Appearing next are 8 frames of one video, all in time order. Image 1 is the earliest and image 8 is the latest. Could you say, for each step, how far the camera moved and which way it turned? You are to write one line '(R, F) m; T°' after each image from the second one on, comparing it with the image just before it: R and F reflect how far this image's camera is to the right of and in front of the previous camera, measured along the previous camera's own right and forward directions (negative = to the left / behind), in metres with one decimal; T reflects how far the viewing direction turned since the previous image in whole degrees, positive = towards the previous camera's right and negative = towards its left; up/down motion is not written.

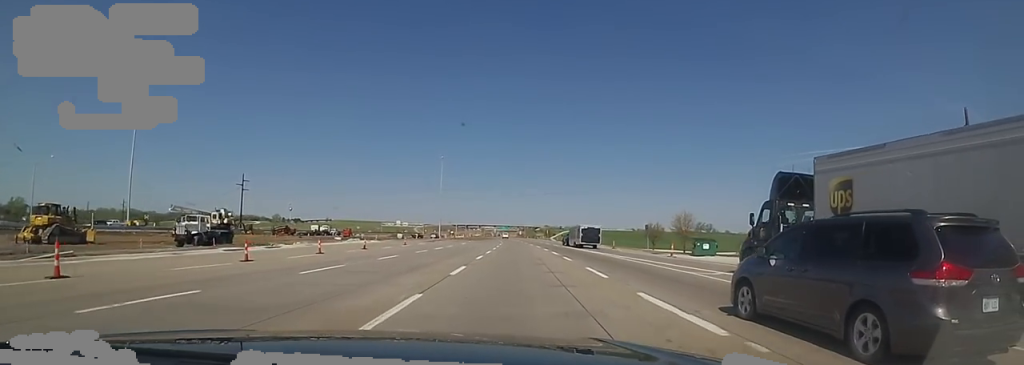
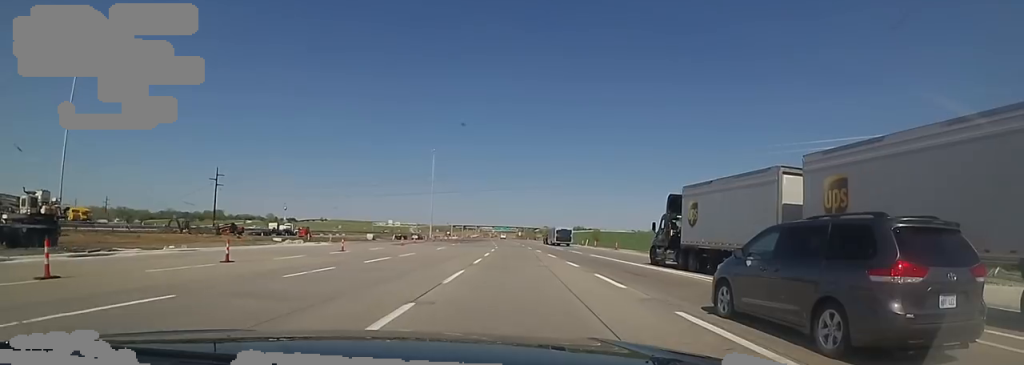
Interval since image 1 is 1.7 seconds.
(-0.5, +21.5) m; -2°
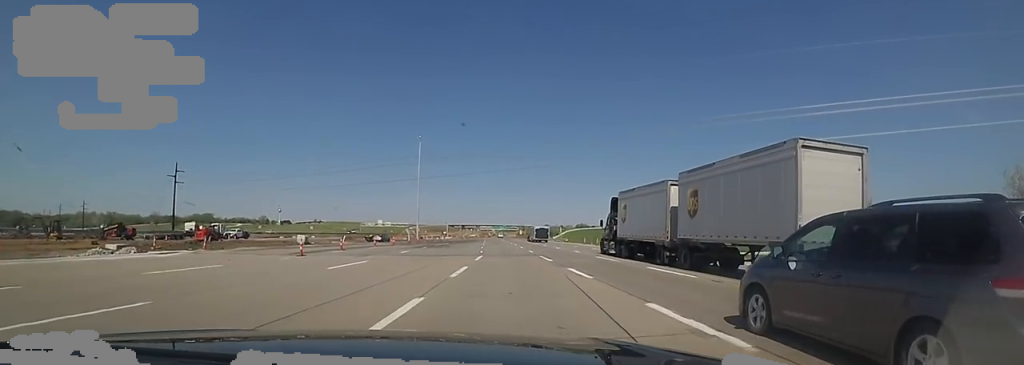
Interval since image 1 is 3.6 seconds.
(-0.5, +27.6) m; +1°
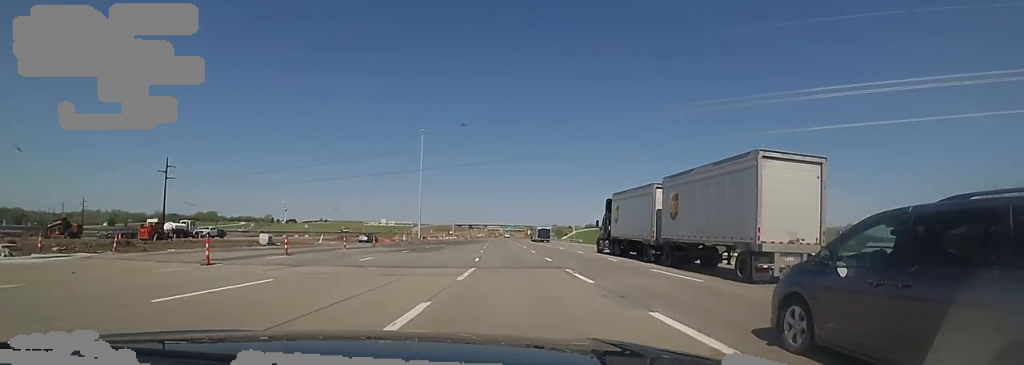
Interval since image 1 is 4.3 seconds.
(+0.3, +10.4) m; +1°
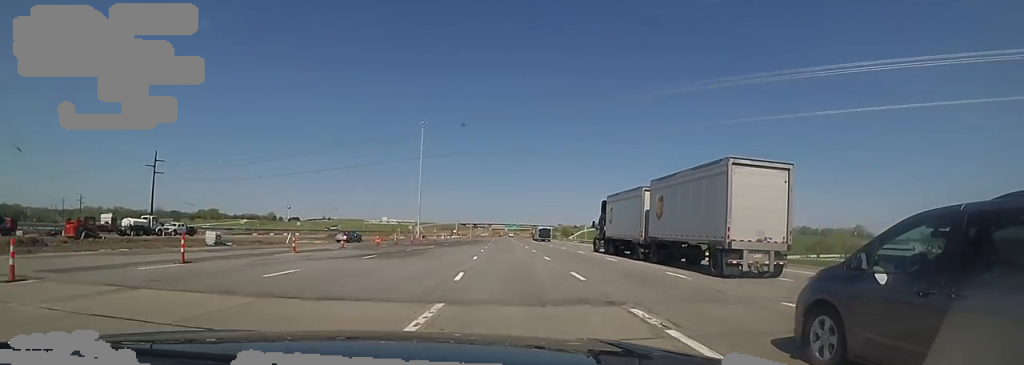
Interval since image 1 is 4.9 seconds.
(+0.2, +9.5) m; +1°
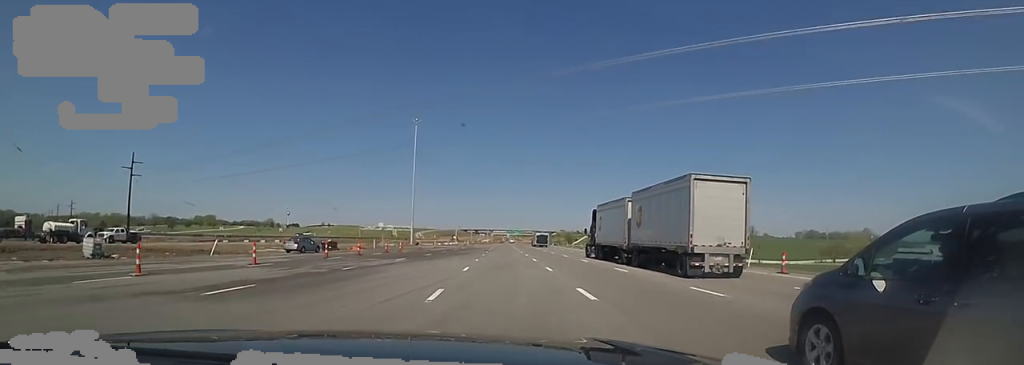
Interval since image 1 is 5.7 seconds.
(+0.1, +12.9) m; -2°
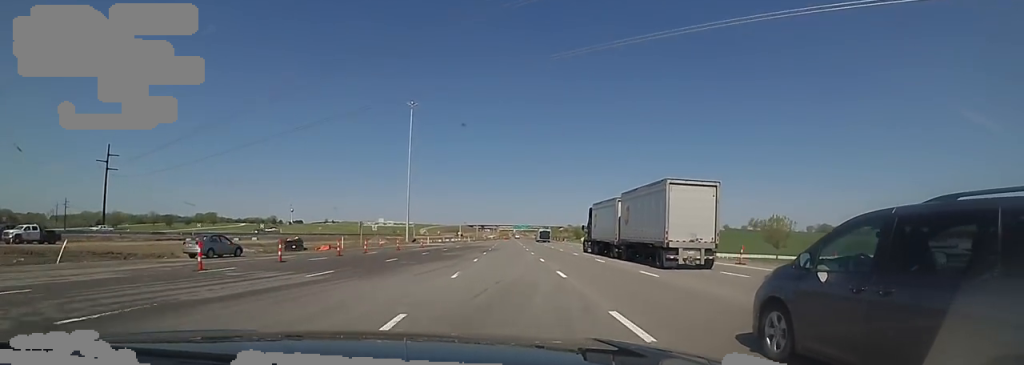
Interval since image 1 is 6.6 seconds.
(-0.7, +14.7) m; -2°
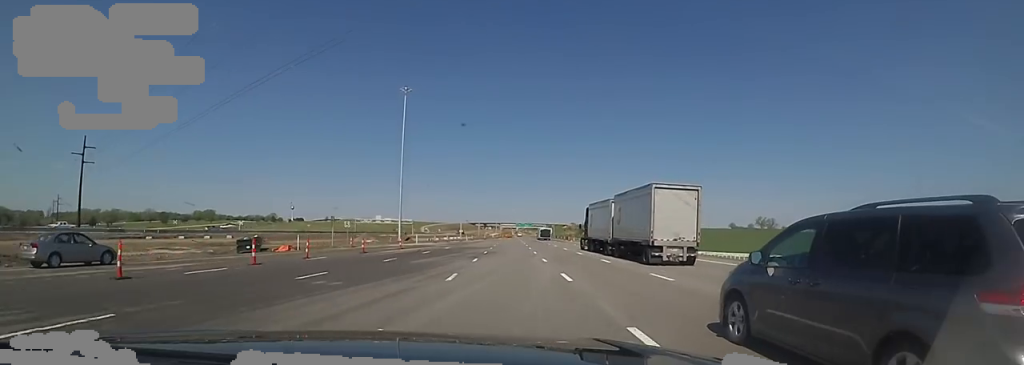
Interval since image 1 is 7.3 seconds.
(0.0, +11.5) m; 0°
